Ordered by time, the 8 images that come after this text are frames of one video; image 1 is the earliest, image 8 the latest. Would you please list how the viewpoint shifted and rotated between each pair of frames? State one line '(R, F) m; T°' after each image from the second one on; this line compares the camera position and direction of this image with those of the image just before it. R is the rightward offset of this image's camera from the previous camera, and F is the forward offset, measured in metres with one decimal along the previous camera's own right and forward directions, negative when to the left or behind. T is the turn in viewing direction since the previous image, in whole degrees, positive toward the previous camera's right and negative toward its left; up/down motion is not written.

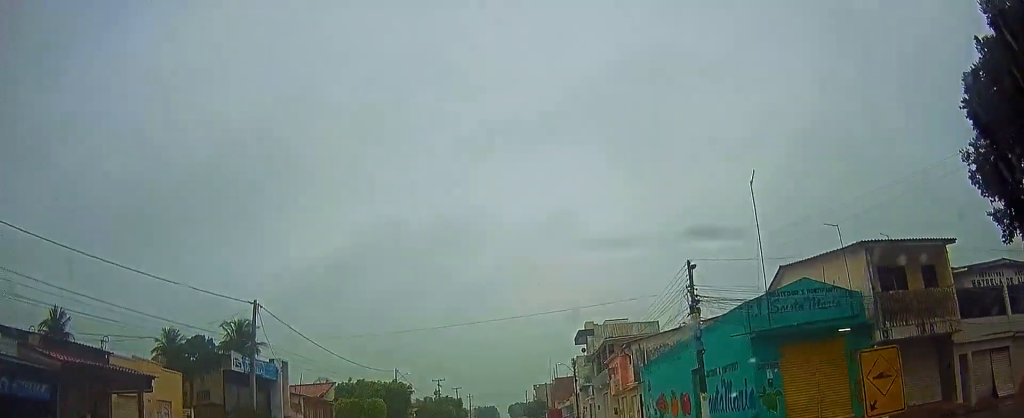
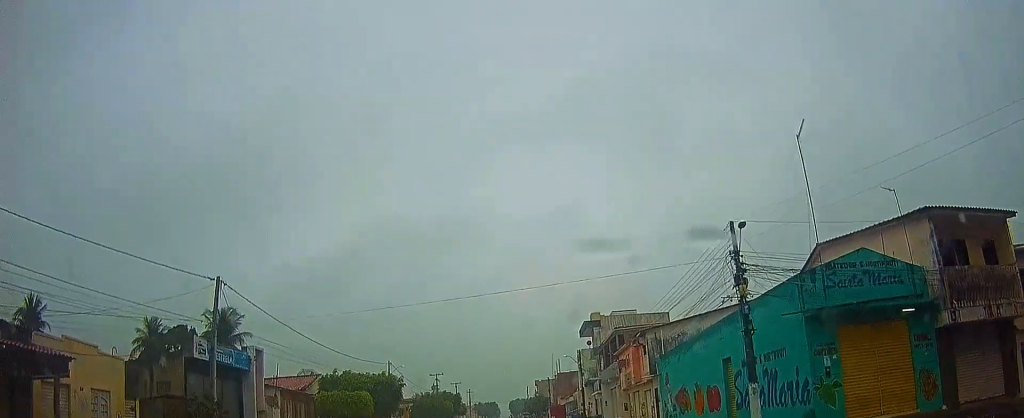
(0.0, +5.7) m; +1°
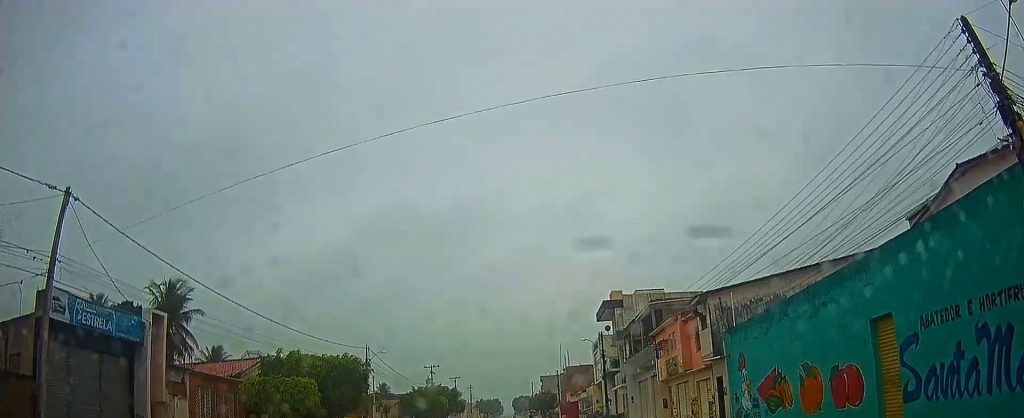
(+0.1, +21.6) m; -2°
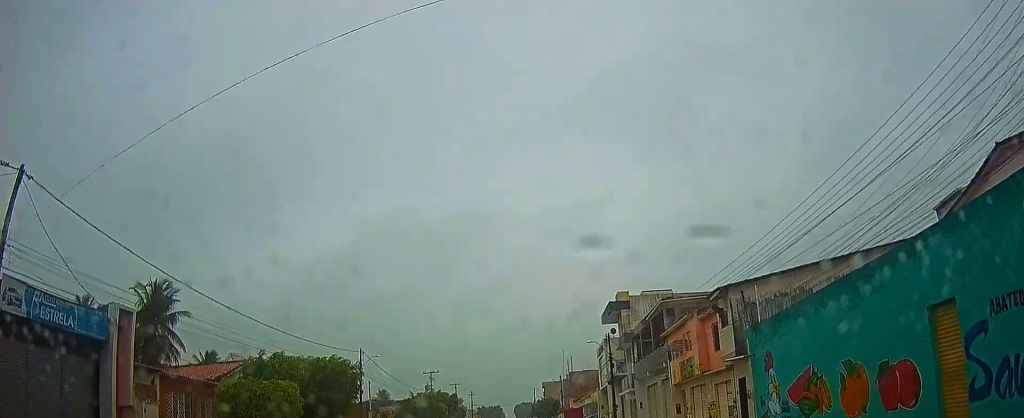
(0.0, +3.9) m; -1°
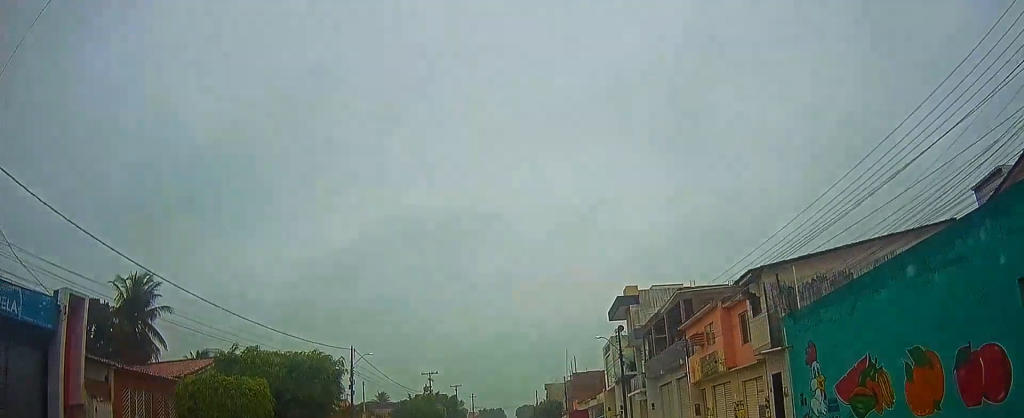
(+0.1, +4.1) m; -2°
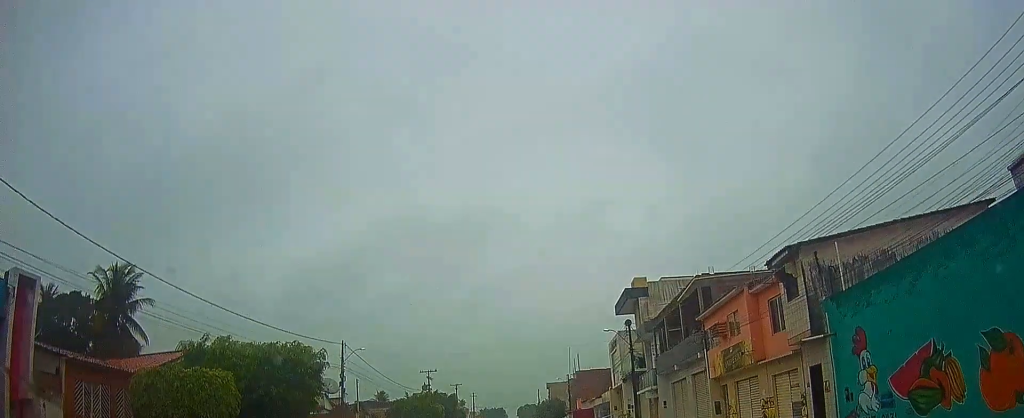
(-0.1, +2.8) m; 0°
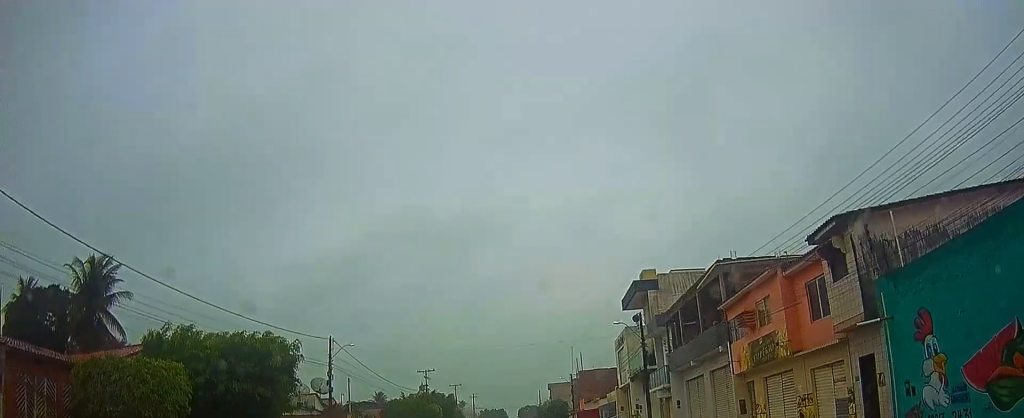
(-0.2, +2.5) m; 0°
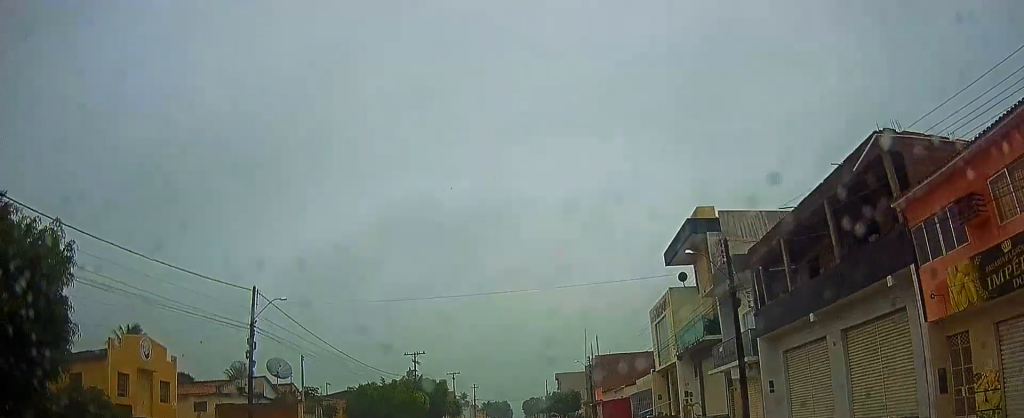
(+0.3, +9.1) m; +2°
